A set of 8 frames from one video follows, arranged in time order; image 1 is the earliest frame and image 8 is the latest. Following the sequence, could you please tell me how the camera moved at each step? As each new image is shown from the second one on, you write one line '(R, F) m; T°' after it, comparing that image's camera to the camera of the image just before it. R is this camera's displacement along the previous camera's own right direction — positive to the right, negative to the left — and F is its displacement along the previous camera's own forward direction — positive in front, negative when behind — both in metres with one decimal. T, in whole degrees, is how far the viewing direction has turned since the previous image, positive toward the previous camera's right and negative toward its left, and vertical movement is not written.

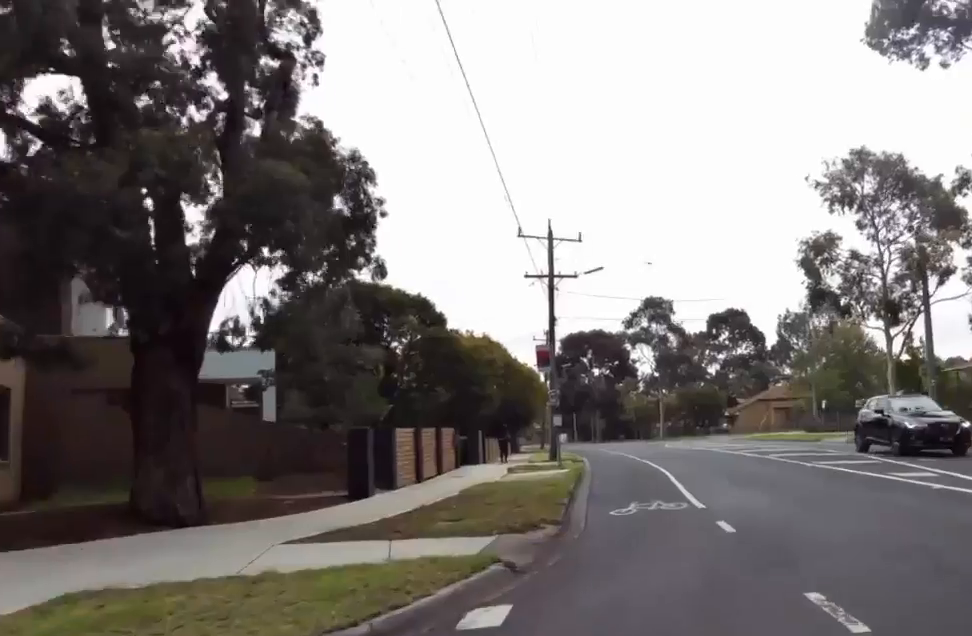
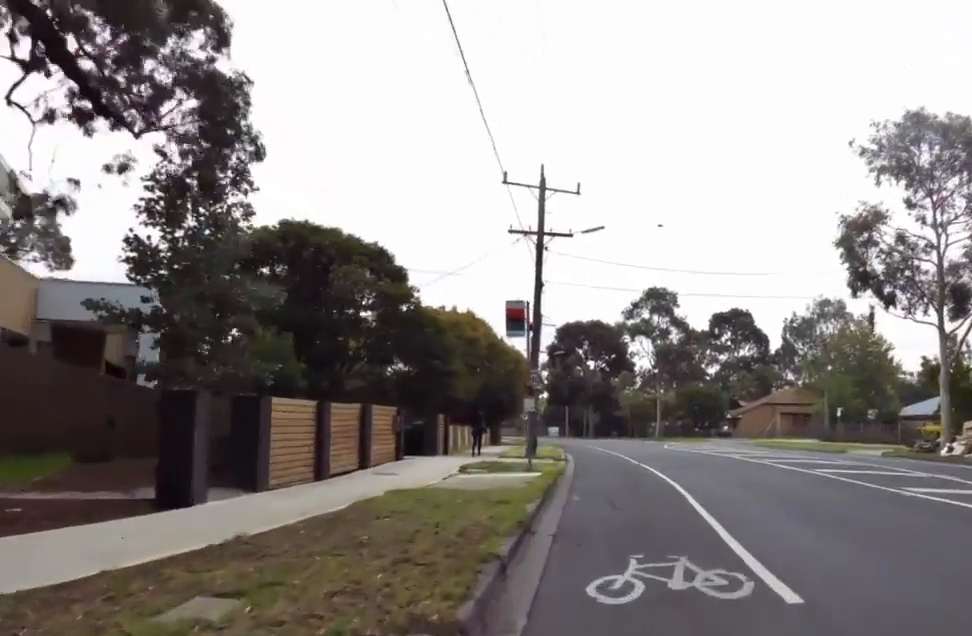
(+0.5, +5.7) m; +1°
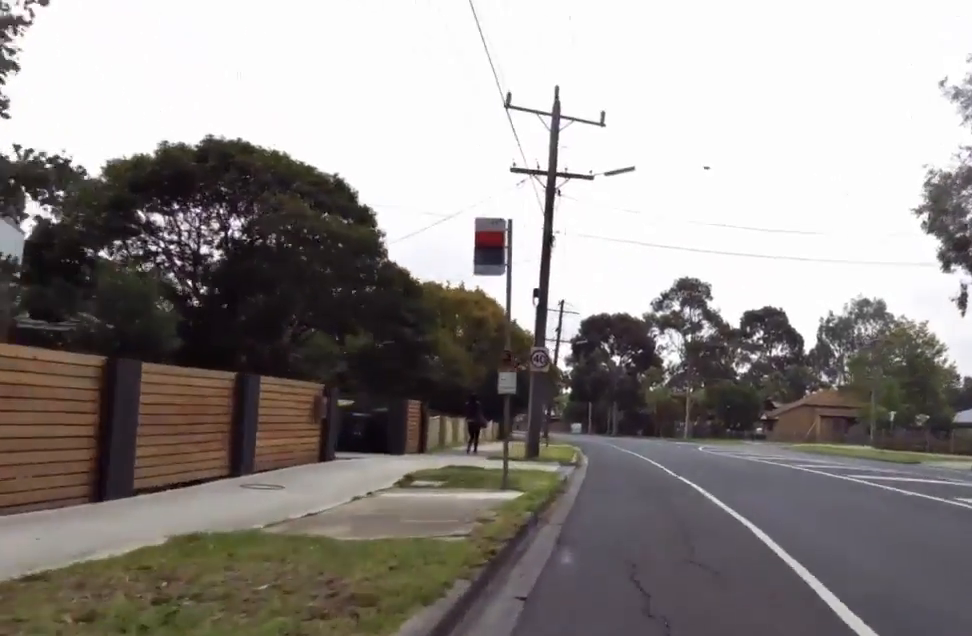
(+0.1, +5.8) m; +1°
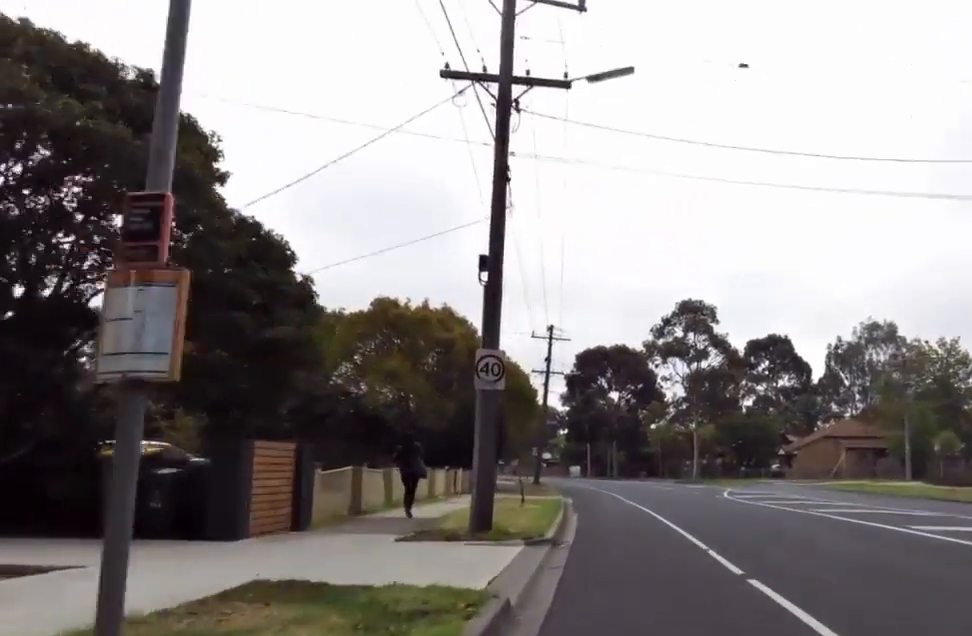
(-0.3, +7.1) m; -1°
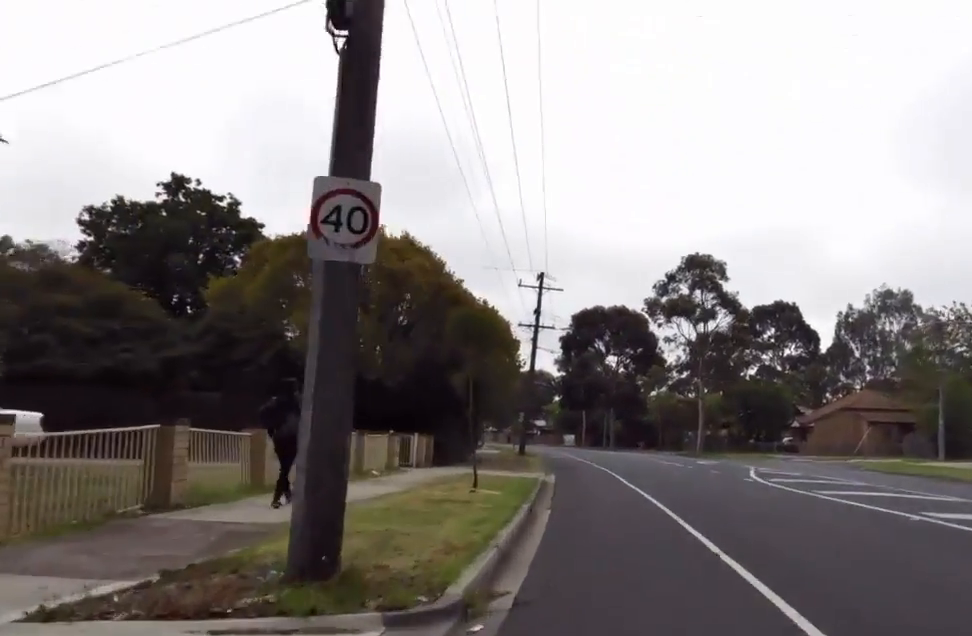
(+0.7, +6.4) m; -5°
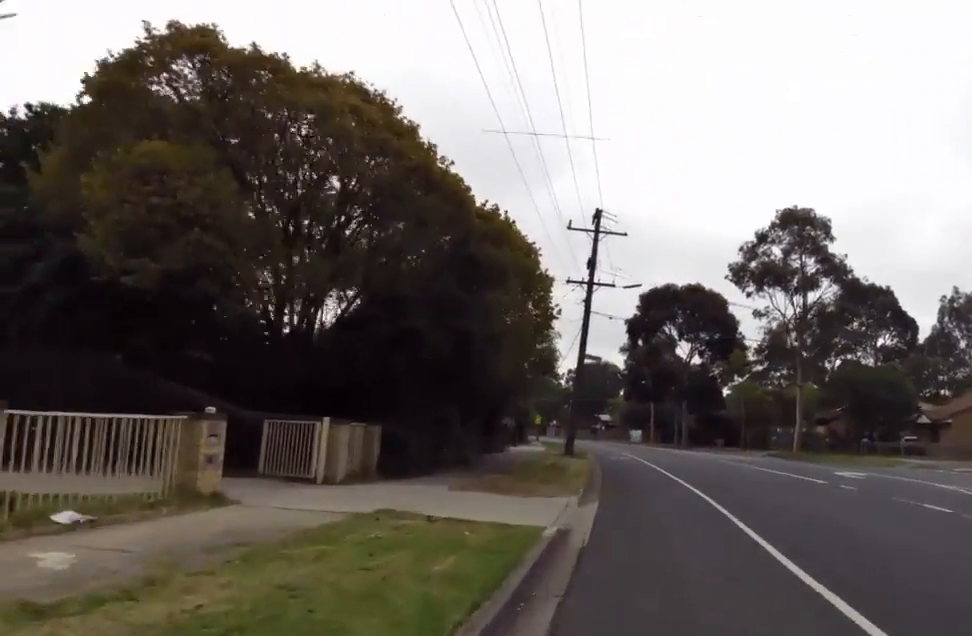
(-1.2, +11.9) m; 0°
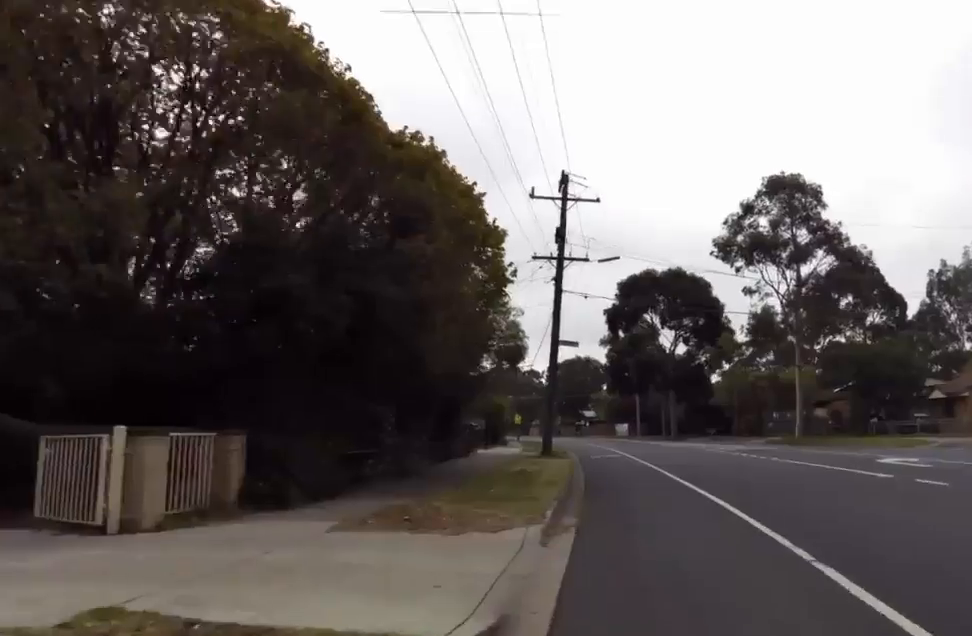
(+0.7, +4.6) m; +3°
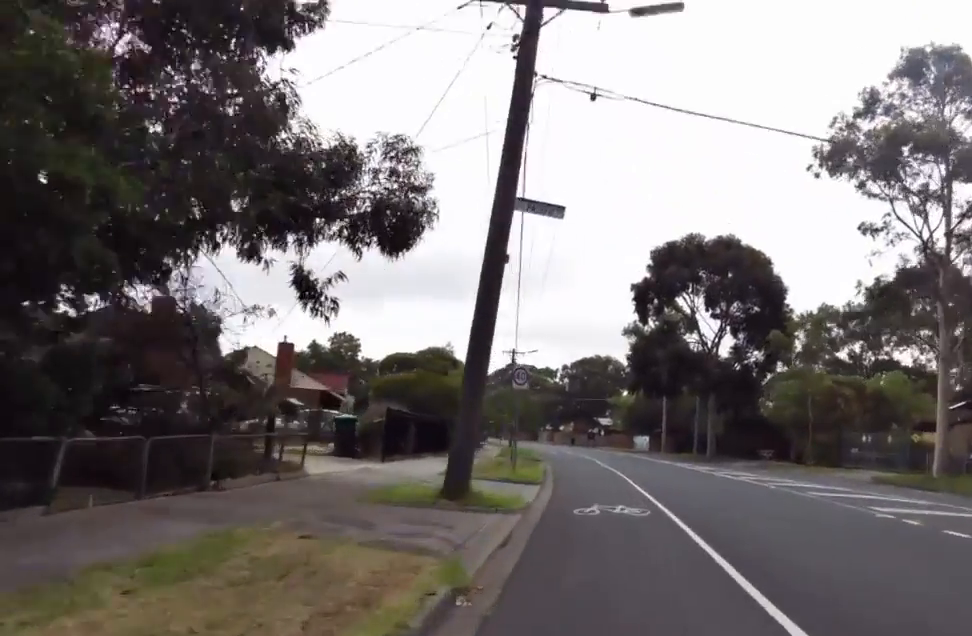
(-0.9, +17.0) m; -4°
